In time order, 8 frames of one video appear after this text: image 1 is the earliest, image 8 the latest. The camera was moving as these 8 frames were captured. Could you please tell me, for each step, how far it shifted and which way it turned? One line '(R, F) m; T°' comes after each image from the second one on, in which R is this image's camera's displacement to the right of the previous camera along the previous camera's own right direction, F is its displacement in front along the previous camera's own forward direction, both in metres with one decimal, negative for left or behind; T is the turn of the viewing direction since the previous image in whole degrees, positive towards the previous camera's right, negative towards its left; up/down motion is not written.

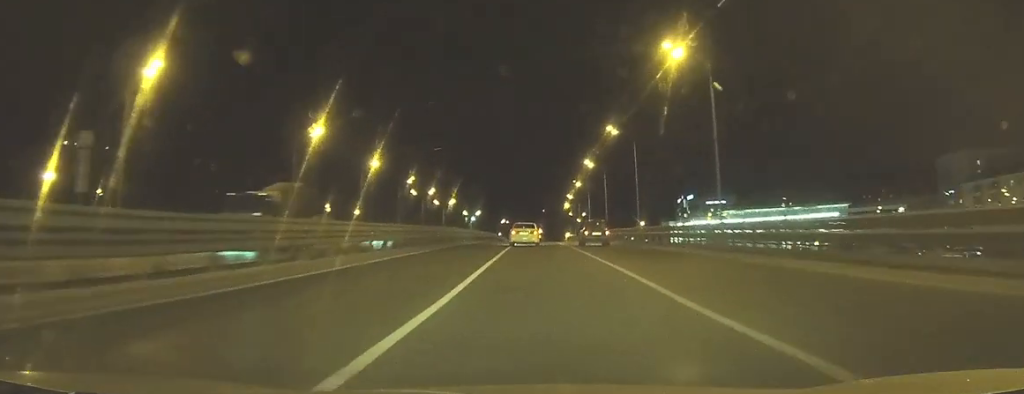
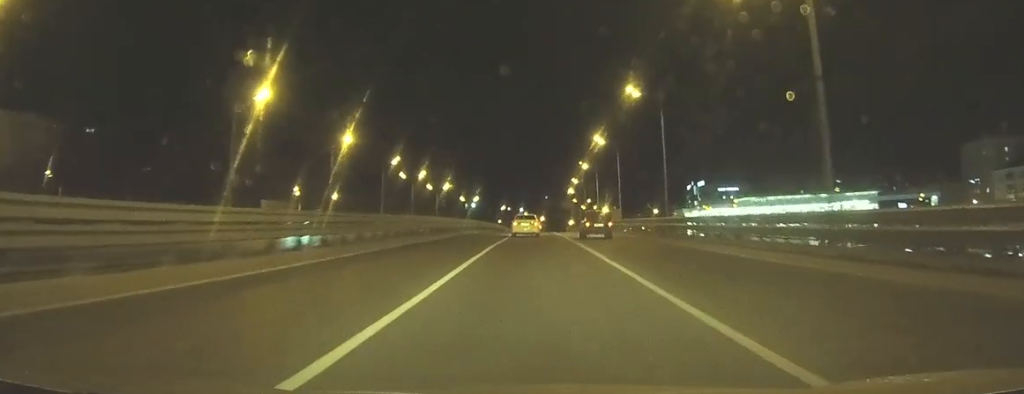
(-0.1, +13.7) m; 0°
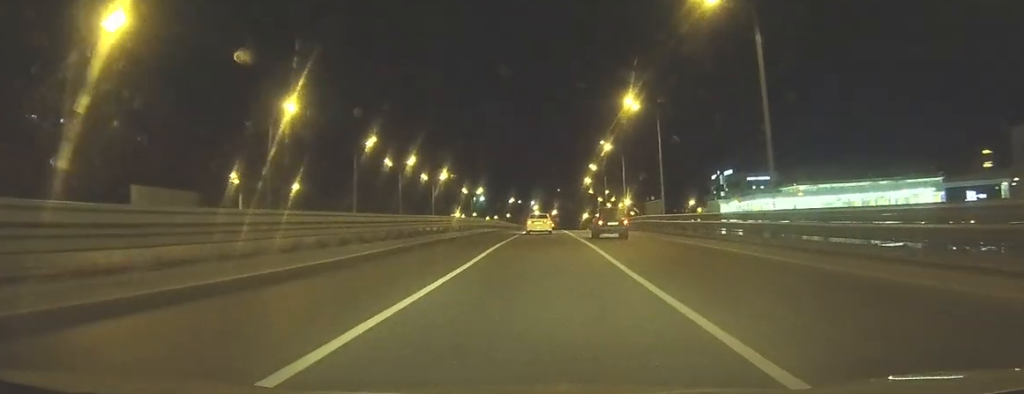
(-0.1, +21.0) m; -1°
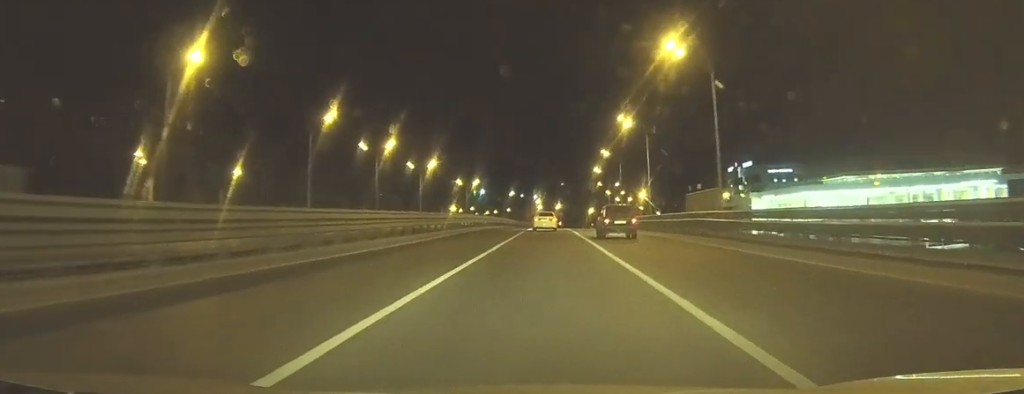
(-0.1, +17.4) m; 0°
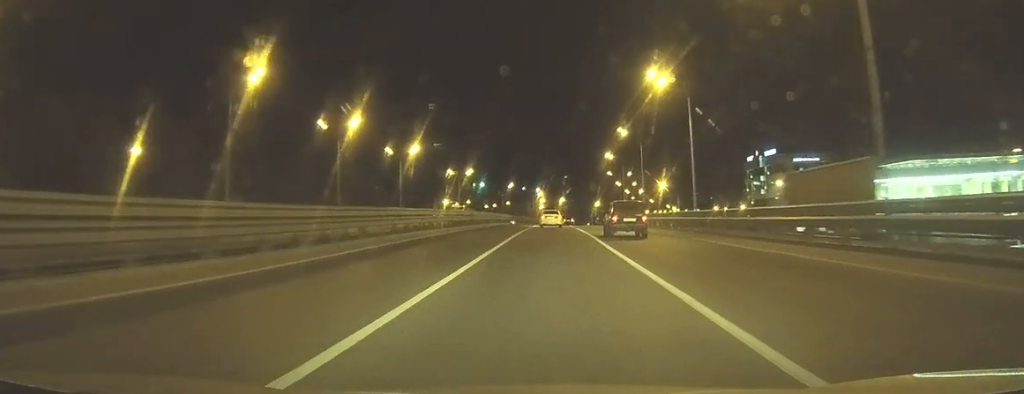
(-0.1, +18.7) m; -1°
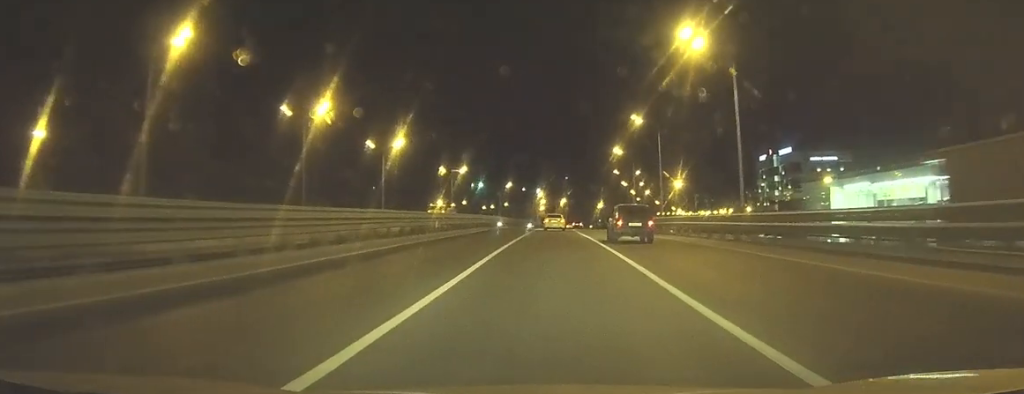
(0.0, +11.4) m; 0°
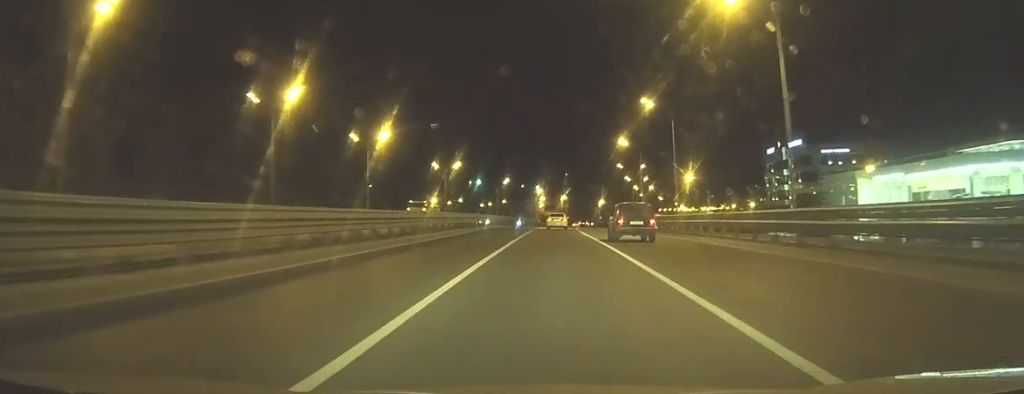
(0.0, +7.5) m; 0°
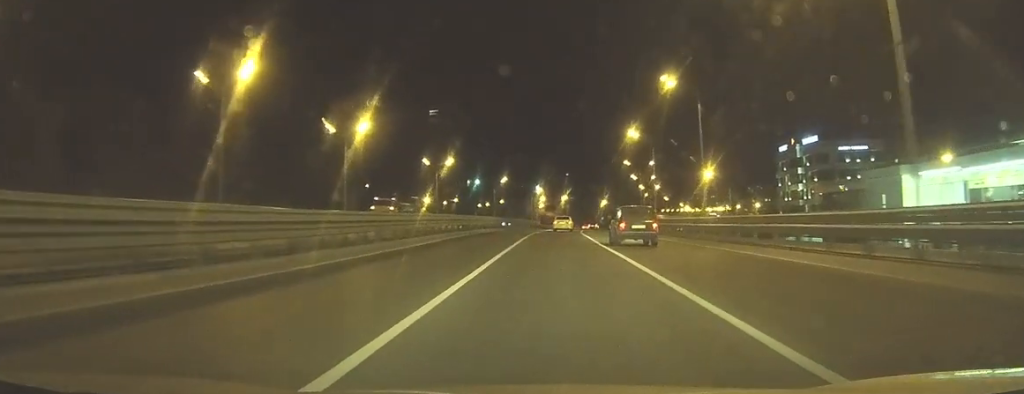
(0.0, +9.7) m; 0°
